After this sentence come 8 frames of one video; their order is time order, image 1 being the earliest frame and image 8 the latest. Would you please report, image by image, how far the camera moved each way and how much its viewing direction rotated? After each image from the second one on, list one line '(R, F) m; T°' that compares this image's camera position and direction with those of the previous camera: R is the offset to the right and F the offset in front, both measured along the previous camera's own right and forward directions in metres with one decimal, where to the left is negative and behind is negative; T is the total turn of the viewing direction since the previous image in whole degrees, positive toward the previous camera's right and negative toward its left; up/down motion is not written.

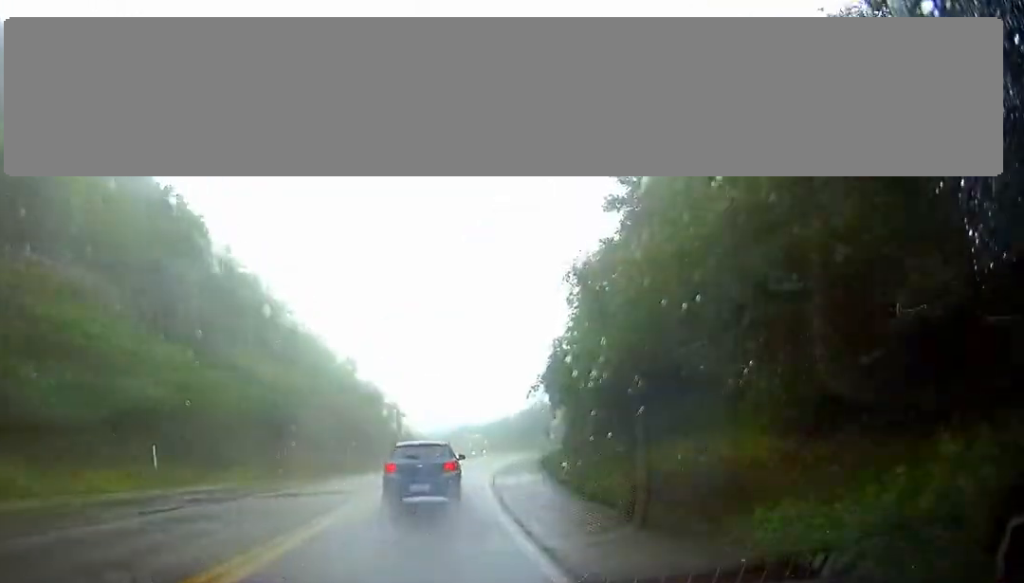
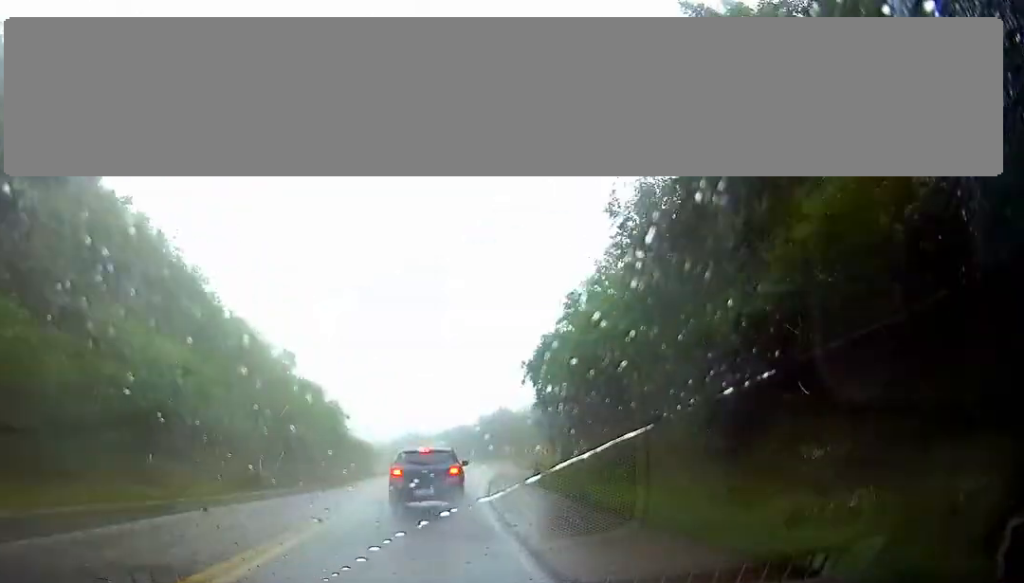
(+0.4, +18.1) m; +3°
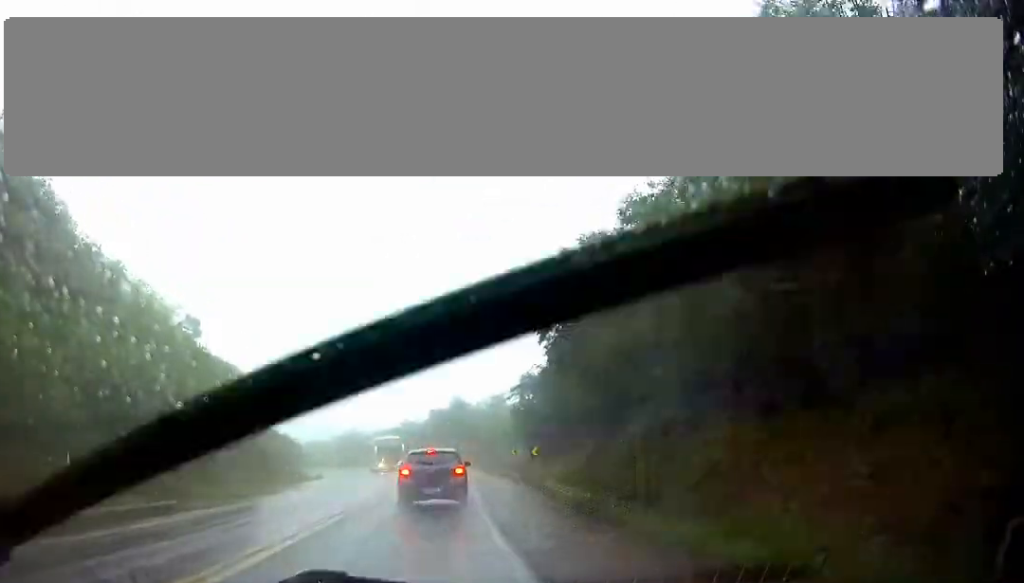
(+0.7, +22.9) m; +3°
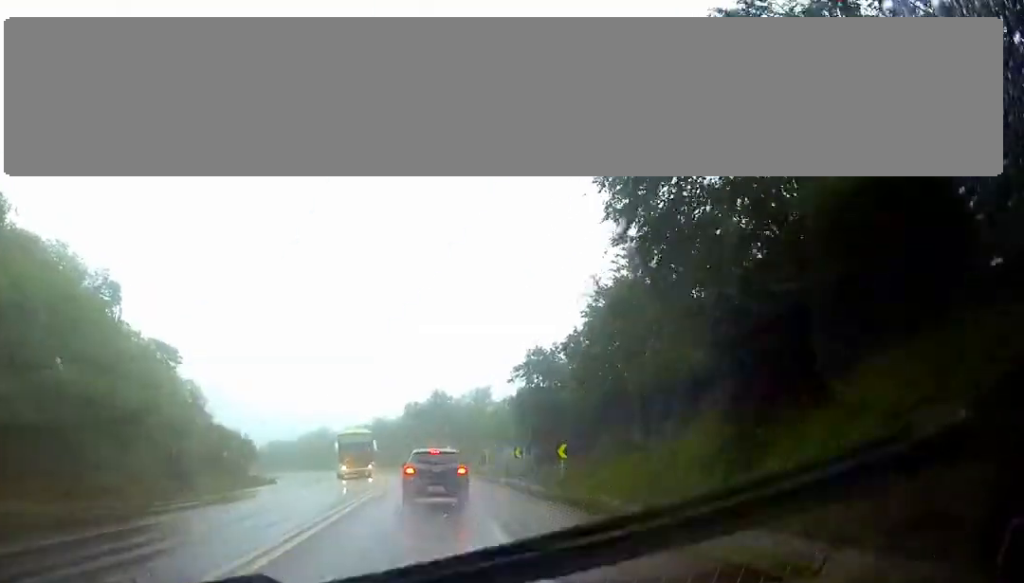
(+0.2, +16.7) m; +2°
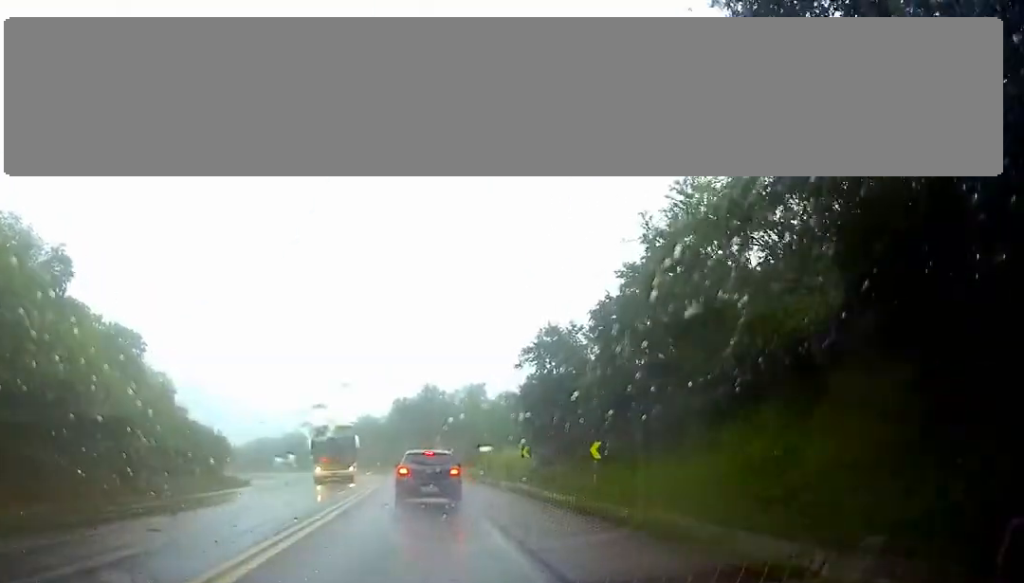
(+0.2, +8.1) m; +1°
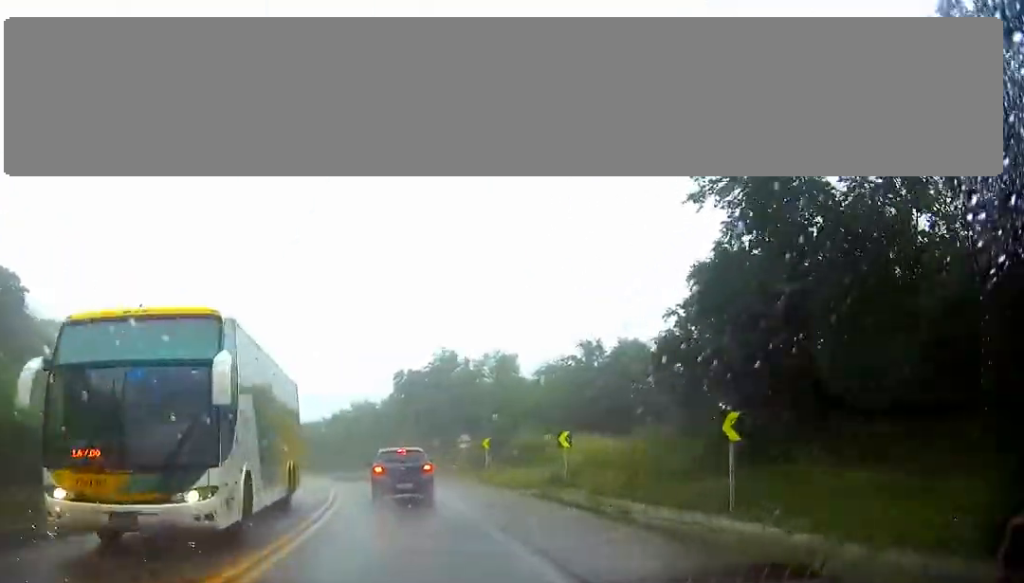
(+0.4, +25.1) m; +1°
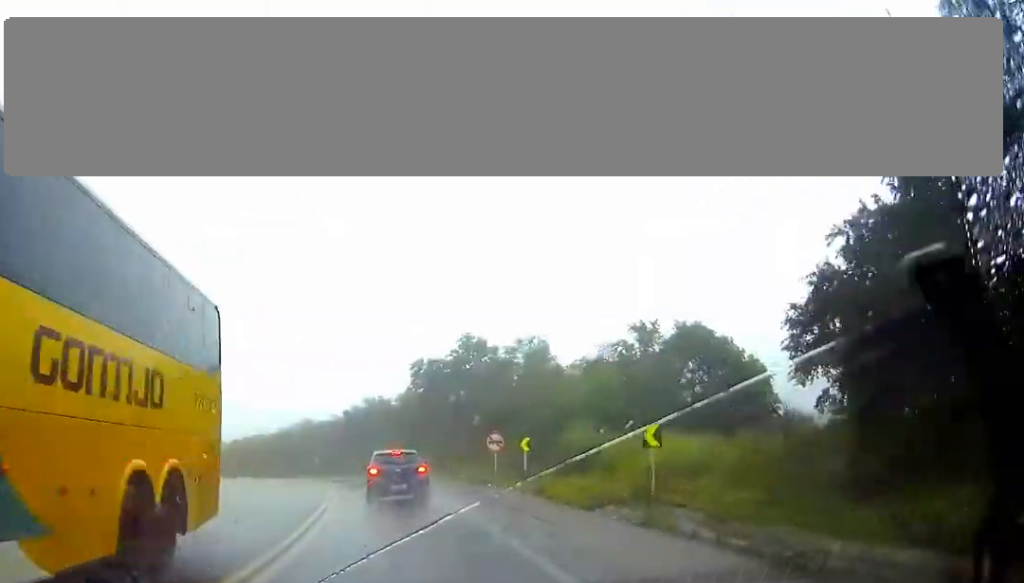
(-0.1, +8.4) m; -1°
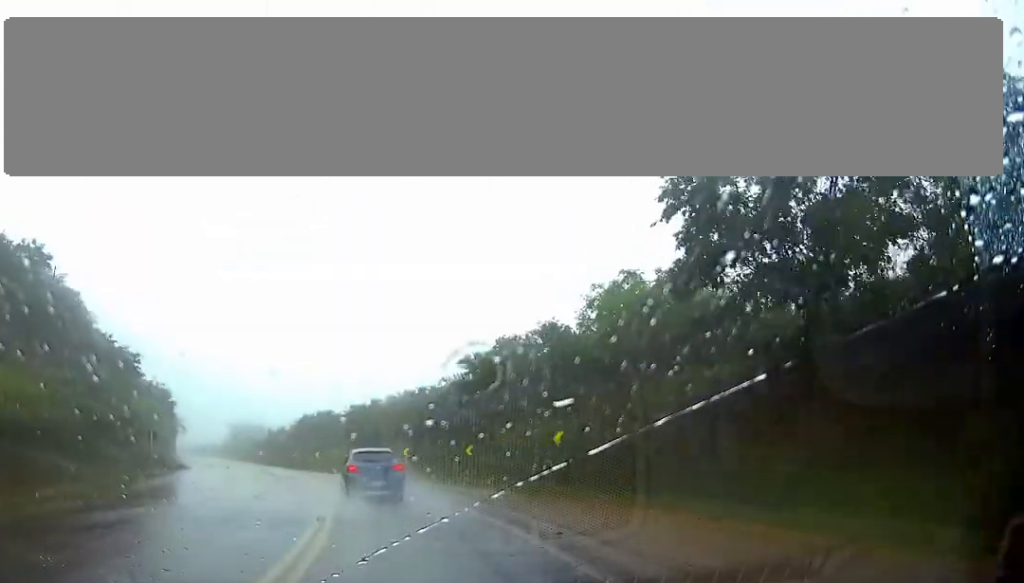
(-2.3, +36.0) m; -9°
